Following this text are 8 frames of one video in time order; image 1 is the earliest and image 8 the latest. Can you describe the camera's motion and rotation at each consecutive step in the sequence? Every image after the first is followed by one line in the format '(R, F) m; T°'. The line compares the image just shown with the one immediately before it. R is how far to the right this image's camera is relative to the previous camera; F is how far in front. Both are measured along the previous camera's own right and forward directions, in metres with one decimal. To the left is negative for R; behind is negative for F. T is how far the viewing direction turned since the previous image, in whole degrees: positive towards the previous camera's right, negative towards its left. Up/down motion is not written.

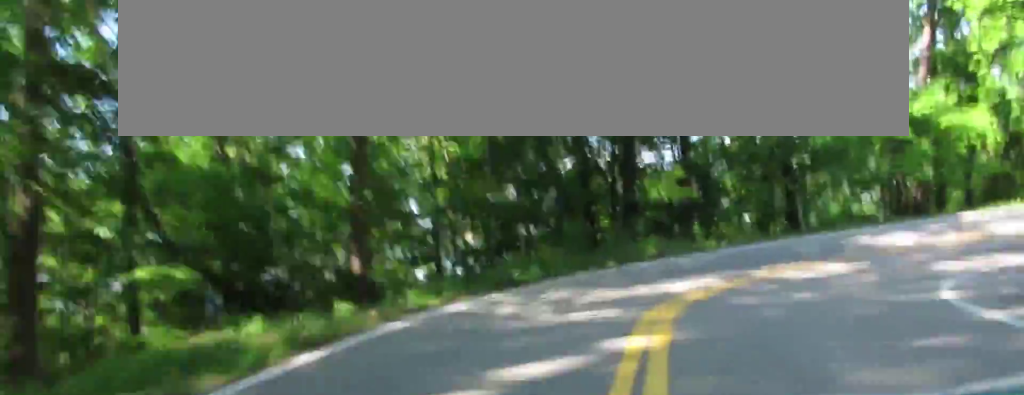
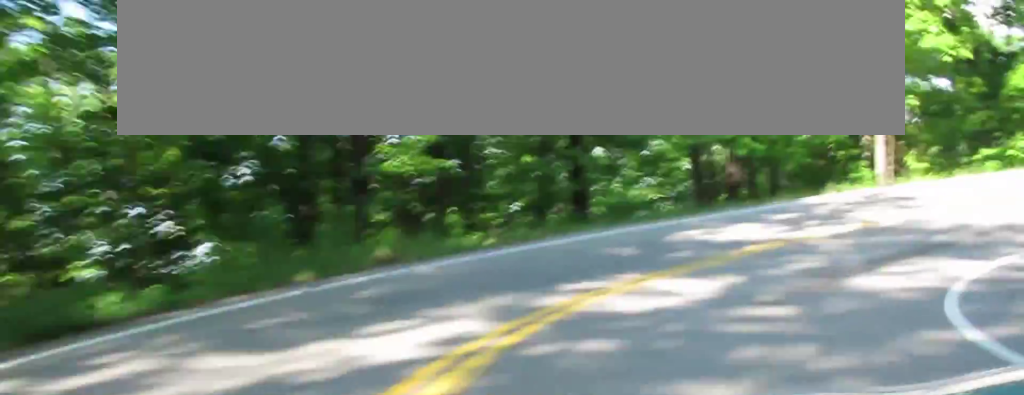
(-0.4, +7.2) m; +2°
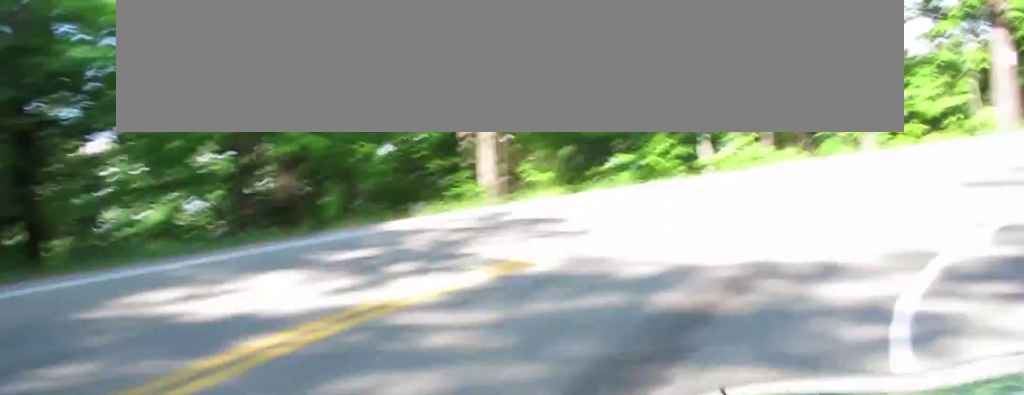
(+0.5, +7.5) m; +5°
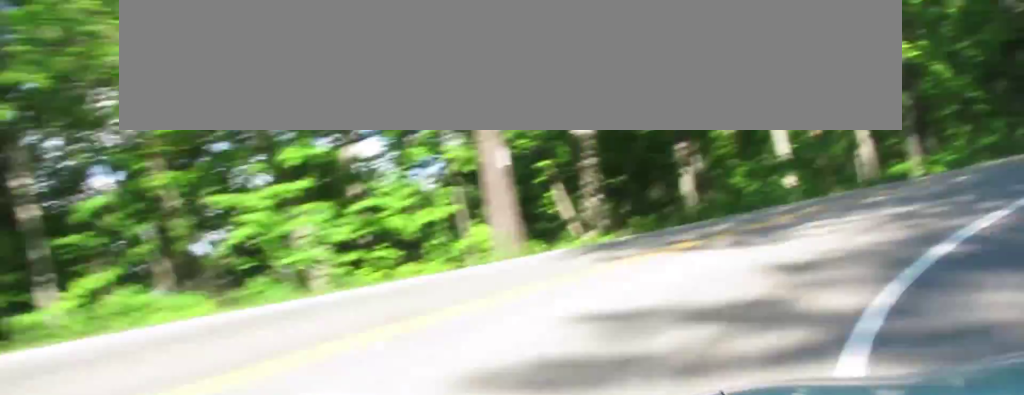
(+0.4, +7.7) m; +9°
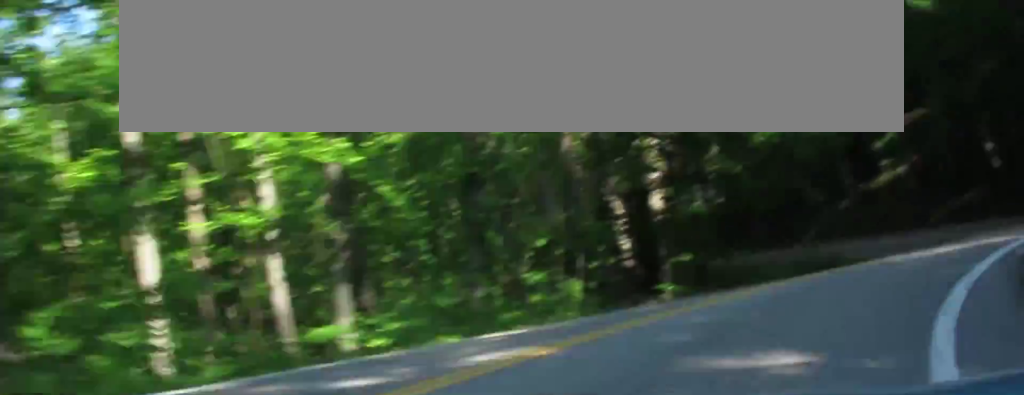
(0.0, +8.8) m; +29°
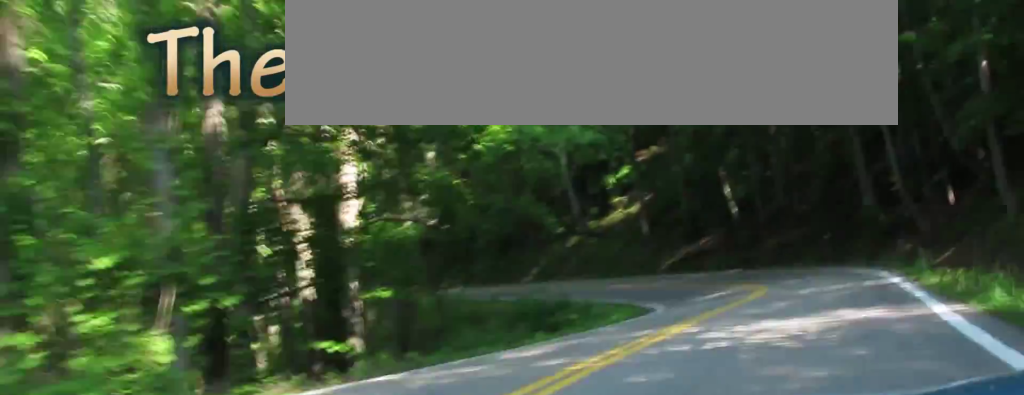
(+2.6, +5.2) m; +32°
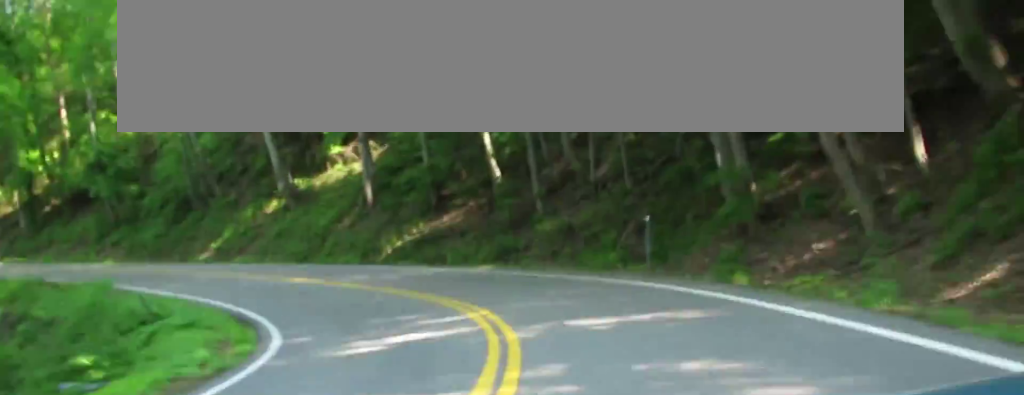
(+11.0, +17.9) m; +26°
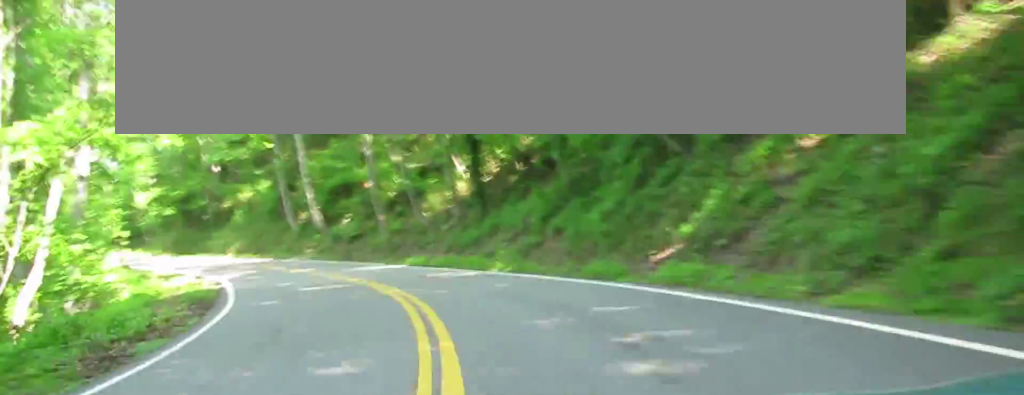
(-11.1, +39.5) m; -36°
